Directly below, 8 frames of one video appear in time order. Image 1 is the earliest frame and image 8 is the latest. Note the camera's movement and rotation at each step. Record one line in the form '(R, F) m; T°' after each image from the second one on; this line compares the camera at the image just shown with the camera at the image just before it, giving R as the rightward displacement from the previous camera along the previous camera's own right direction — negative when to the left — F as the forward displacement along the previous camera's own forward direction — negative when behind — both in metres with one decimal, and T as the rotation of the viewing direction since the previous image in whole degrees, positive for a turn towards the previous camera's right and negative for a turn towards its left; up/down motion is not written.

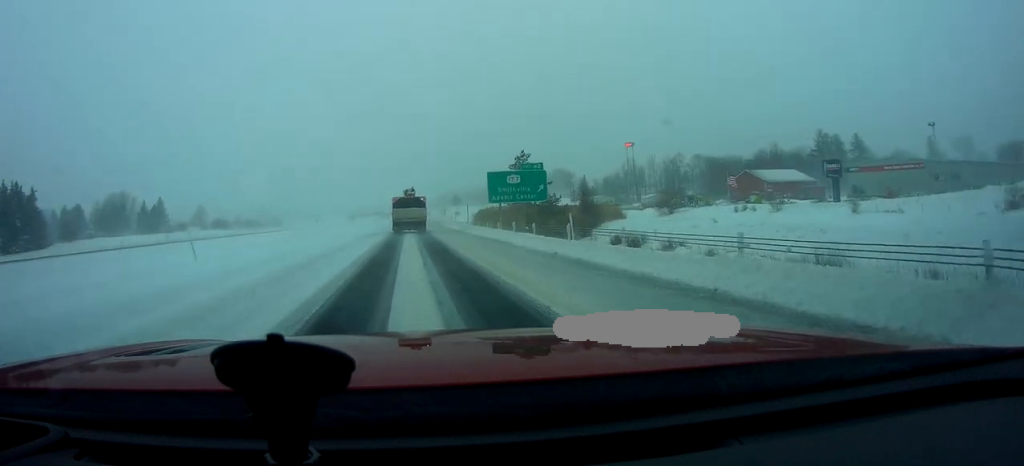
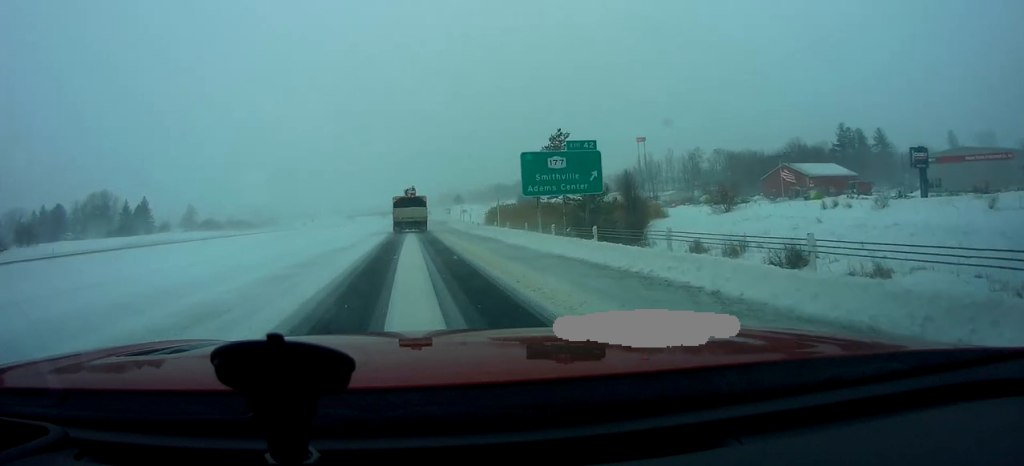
(+0.3, +16.9) m; +1°
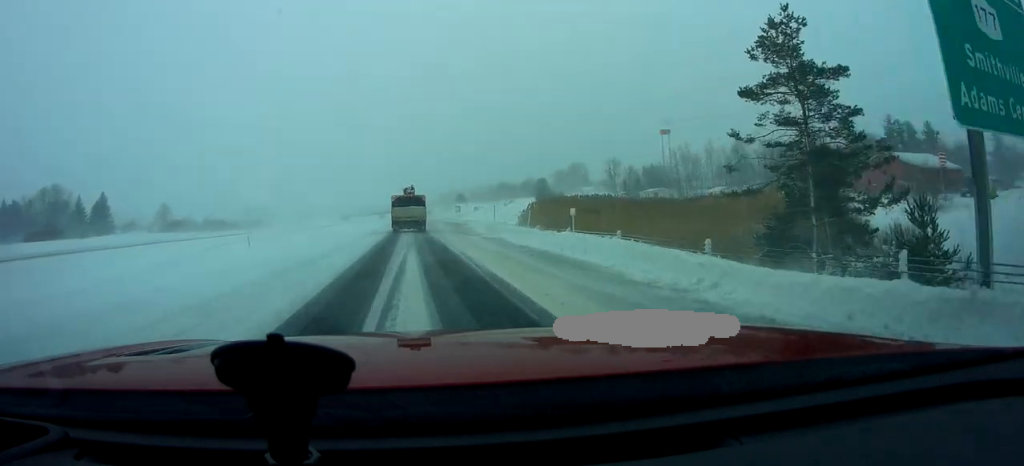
(0.0, +34.2) m; -2°
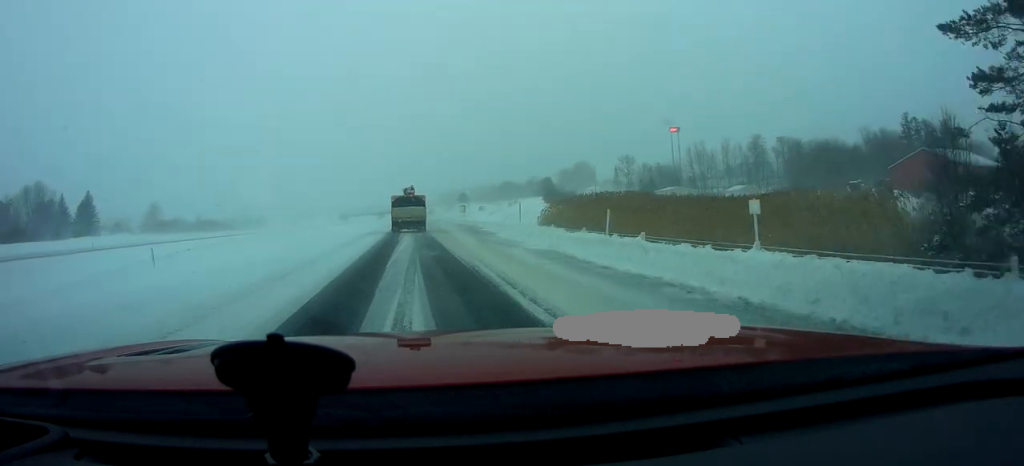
(0.0, +10.9) m; -1°
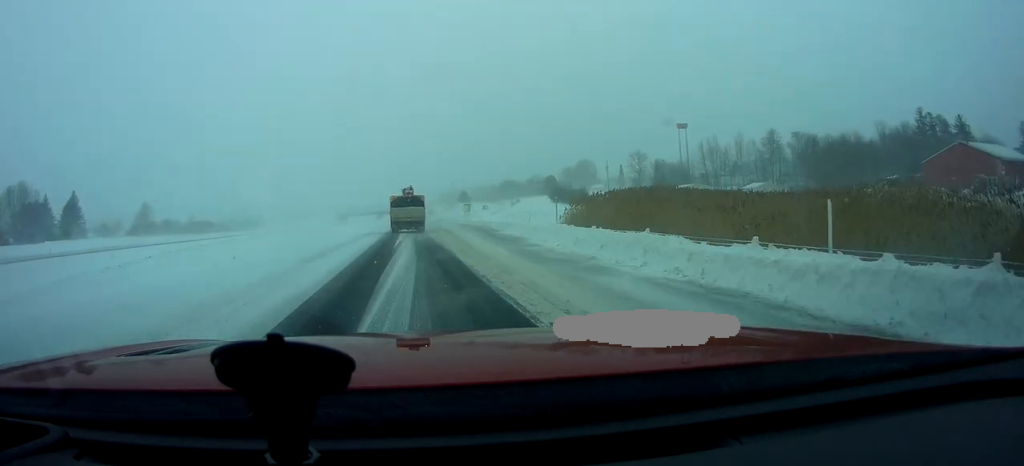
(-0.3, +9.5) m; 0°
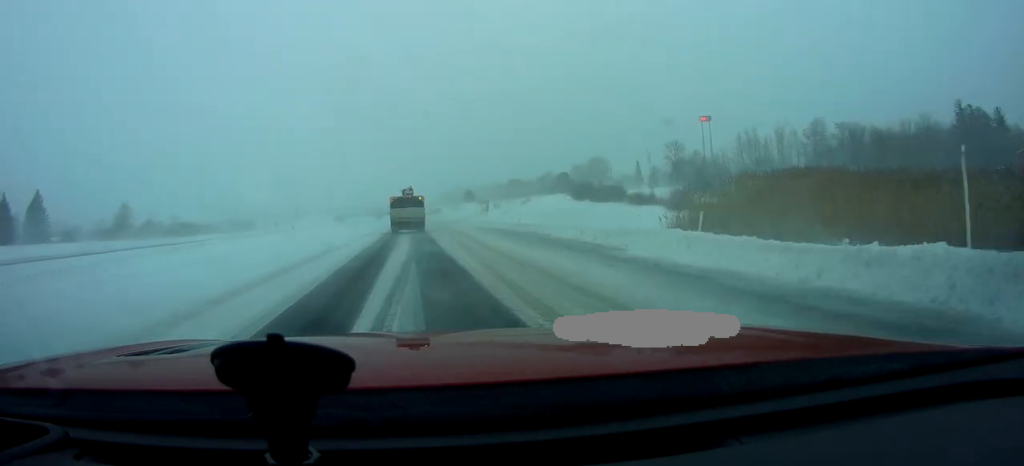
(+0.3, +22.5) m; +1°
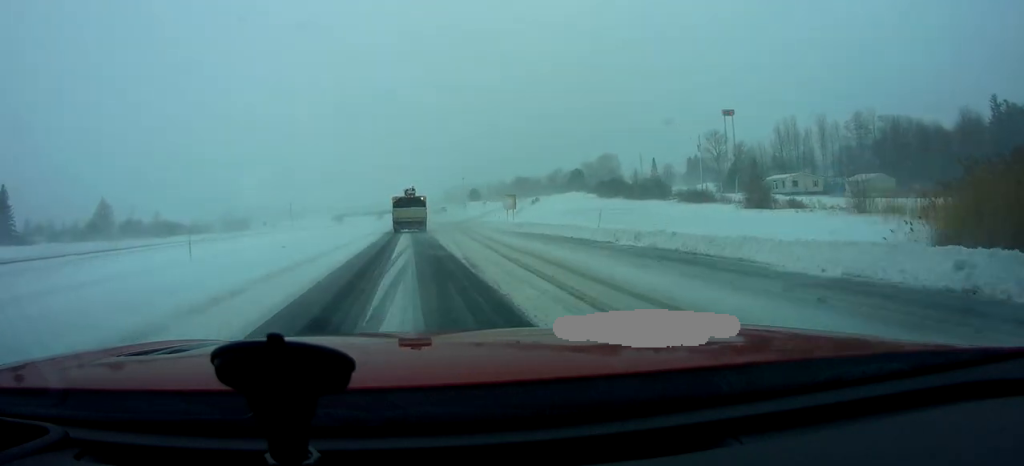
(+0.2, +18.9) m; 0°
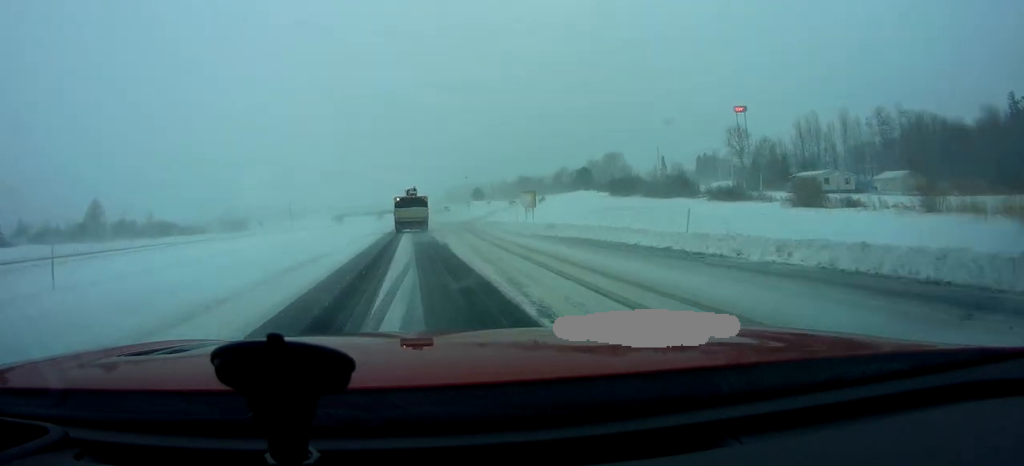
(0.0, +8.8) m; 0°
